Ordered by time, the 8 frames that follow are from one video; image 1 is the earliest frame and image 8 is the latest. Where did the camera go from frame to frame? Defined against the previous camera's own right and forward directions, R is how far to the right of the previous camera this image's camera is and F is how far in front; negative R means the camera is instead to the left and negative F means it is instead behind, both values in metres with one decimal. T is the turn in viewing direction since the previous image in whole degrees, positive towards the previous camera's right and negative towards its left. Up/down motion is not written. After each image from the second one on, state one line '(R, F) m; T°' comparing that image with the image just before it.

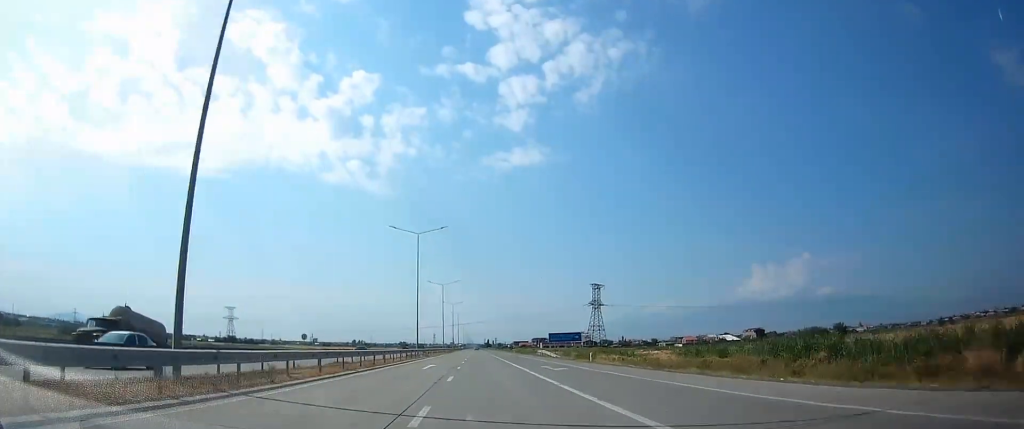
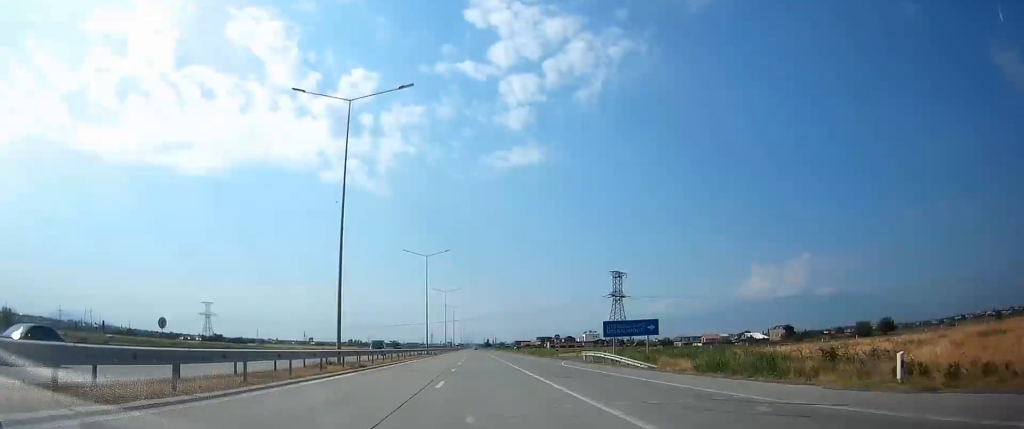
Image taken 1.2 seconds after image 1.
(+0.2, +39.2) m; 0°
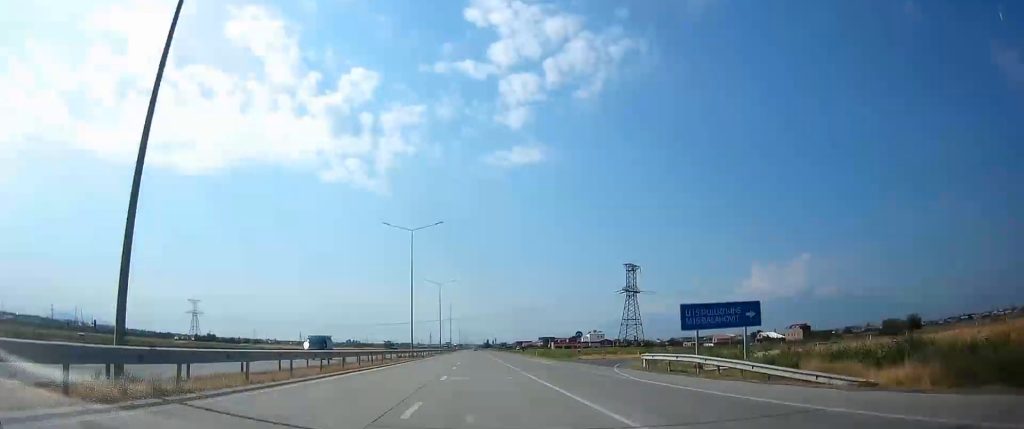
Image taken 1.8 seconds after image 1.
(-0.1, +19.7) m; 0°
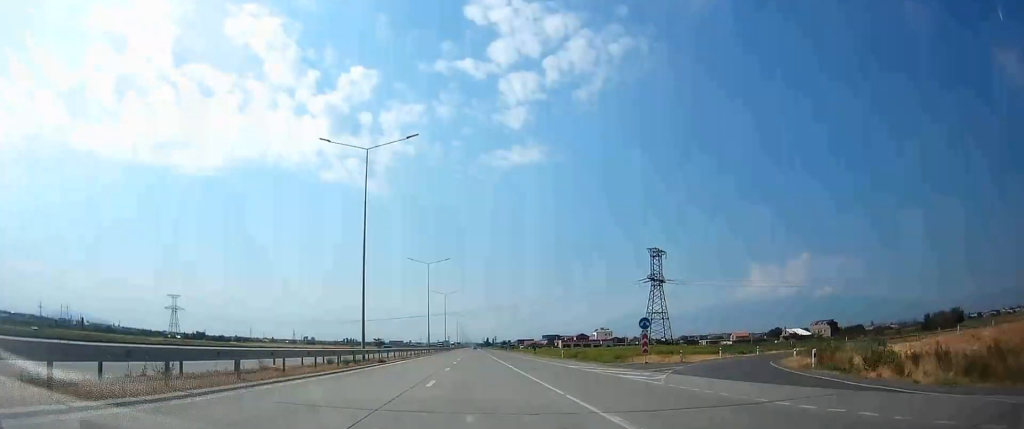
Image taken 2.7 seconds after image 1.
(0.0, +28.4) m; +1°
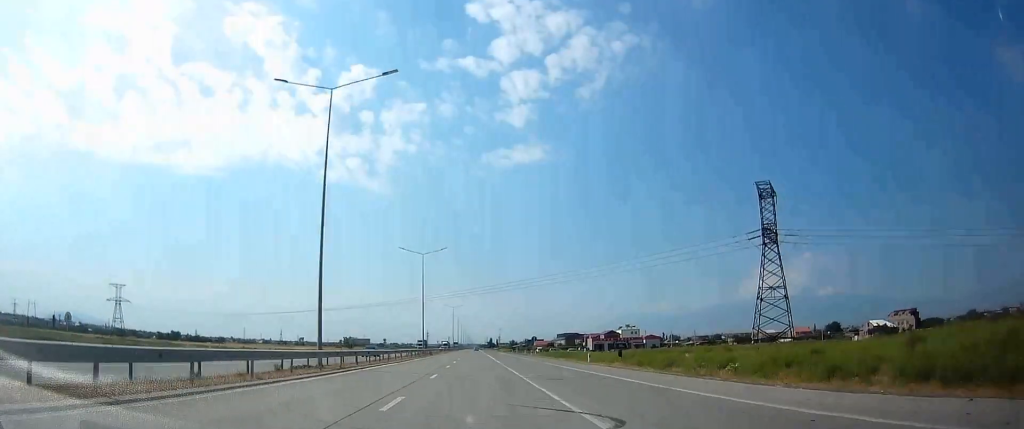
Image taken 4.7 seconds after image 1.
(+0.5, +66.2) m; 0°
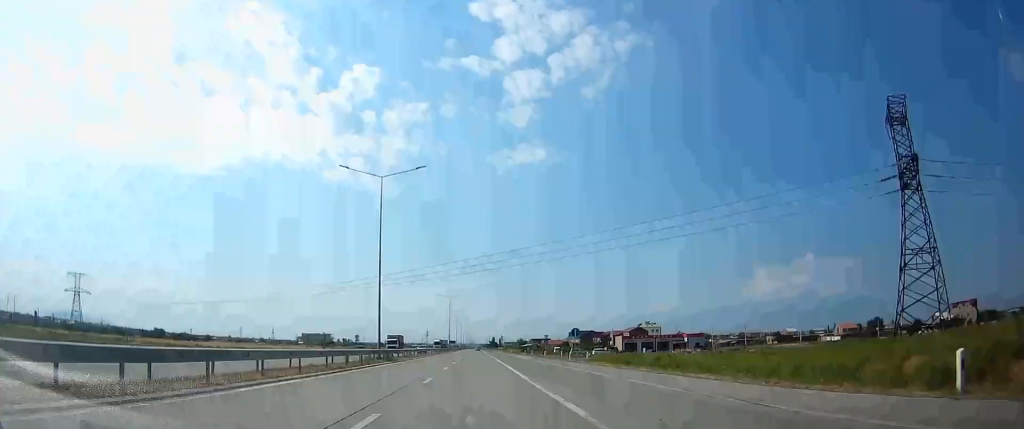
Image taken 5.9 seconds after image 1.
(+0.2, +39.0) m; 0°
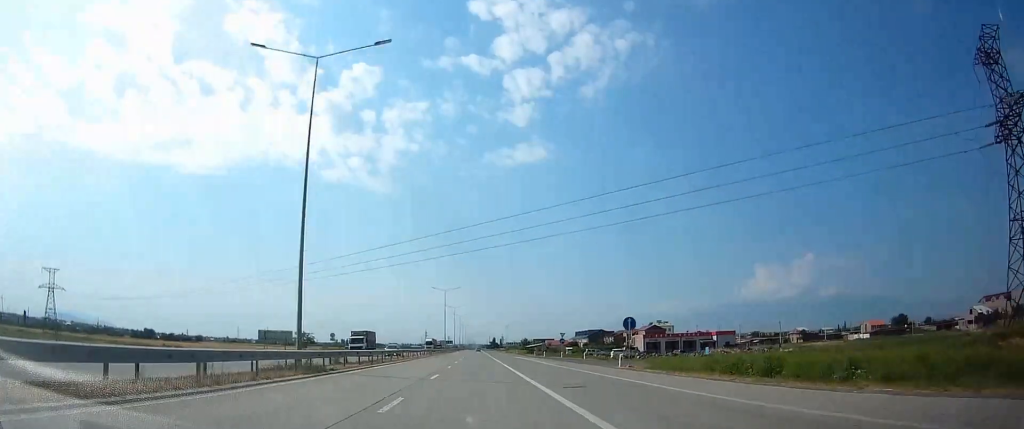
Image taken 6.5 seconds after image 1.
(-0.1, +20.5) m; 0°
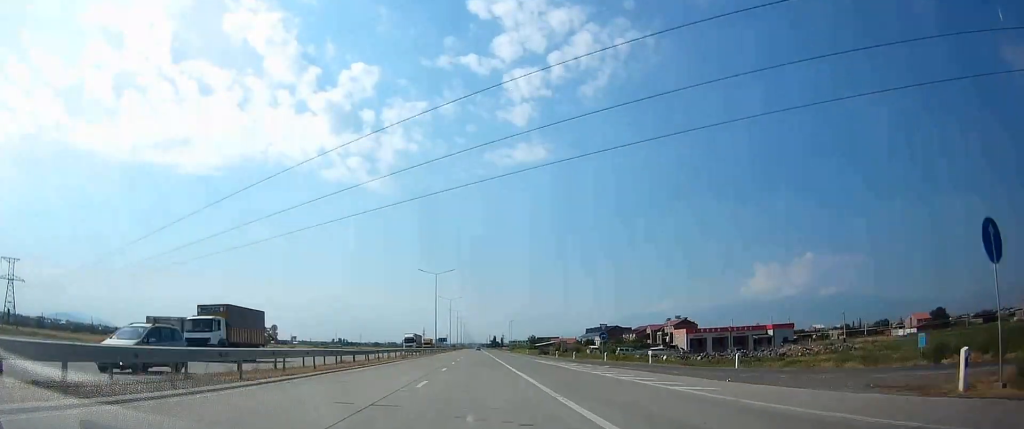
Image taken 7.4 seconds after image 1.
(-0.1, +29.1) m; 0°
